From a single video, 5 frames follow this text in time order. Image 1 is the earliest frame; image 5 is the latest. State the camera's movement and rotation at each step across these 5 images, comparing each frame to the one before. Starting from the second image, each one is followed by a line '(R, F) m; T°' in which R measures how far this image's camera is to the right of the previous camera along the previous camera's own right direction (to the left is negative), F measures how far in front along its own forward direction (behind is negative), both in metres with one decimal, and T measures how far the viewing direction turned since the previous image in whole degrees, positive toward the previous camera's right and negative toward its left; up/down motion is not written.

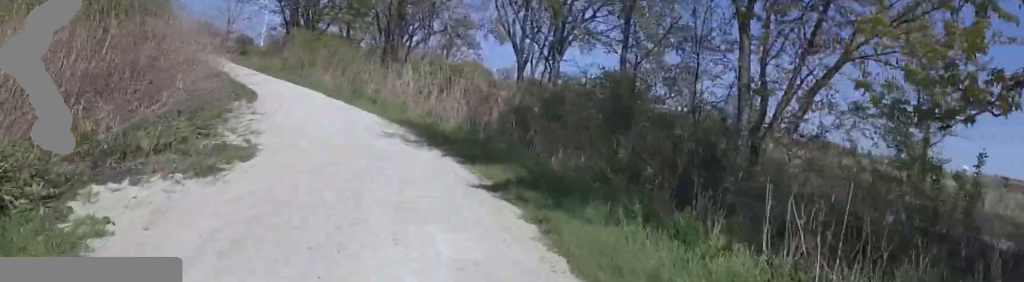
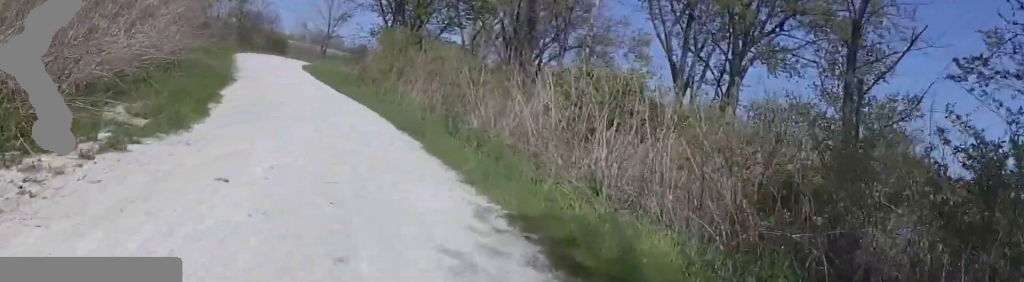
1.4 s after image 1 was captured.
(-1.1, +8.8) m; -17°
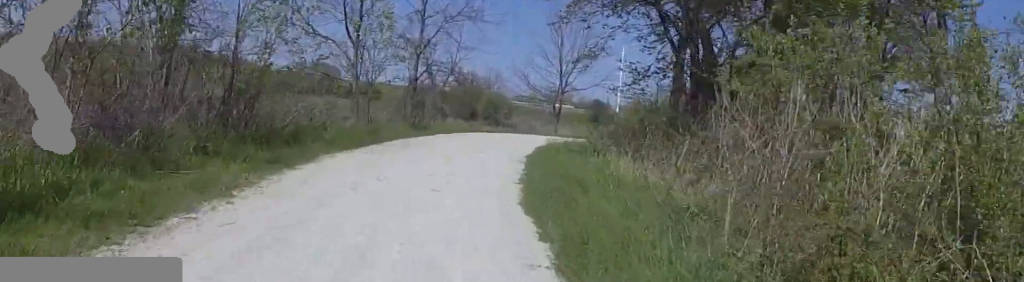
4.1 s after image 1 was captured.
(-3.4, +14.8) m; -15°
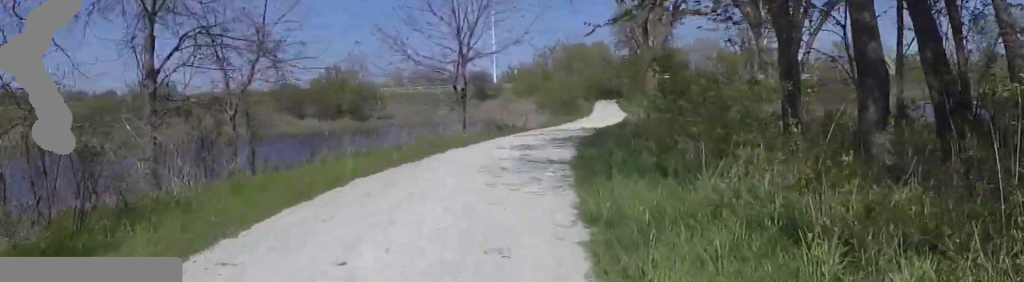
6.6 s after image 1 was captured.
(+3.4, +12.7) m; +18°
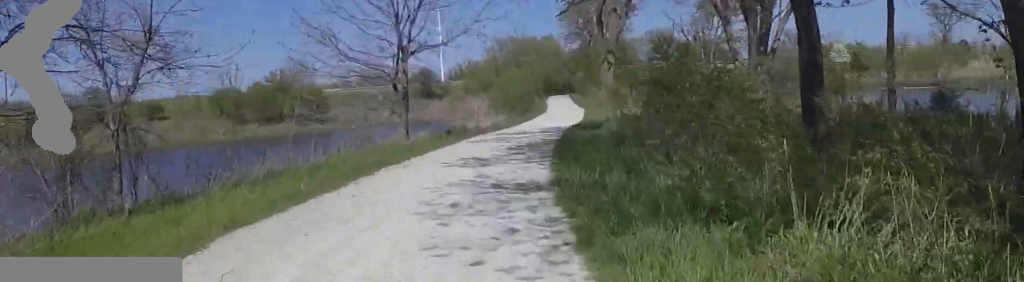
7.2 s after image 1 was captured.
(-0.5, +3.0) m; +2°
